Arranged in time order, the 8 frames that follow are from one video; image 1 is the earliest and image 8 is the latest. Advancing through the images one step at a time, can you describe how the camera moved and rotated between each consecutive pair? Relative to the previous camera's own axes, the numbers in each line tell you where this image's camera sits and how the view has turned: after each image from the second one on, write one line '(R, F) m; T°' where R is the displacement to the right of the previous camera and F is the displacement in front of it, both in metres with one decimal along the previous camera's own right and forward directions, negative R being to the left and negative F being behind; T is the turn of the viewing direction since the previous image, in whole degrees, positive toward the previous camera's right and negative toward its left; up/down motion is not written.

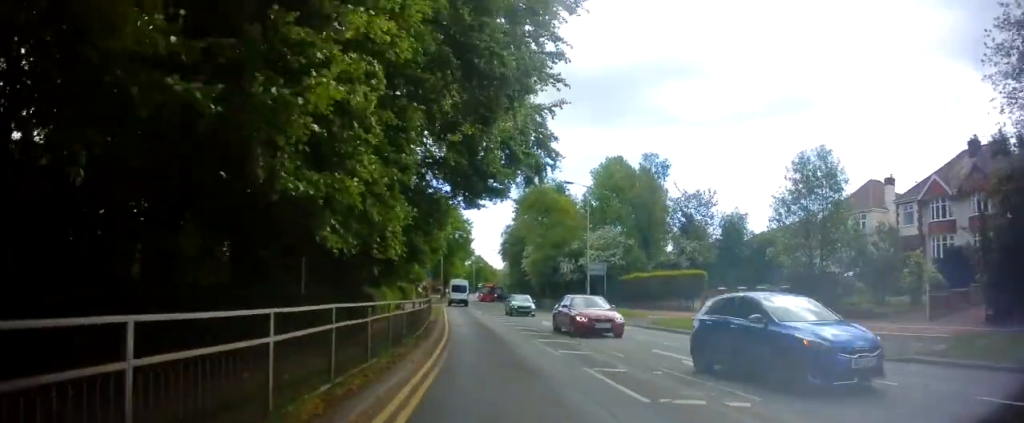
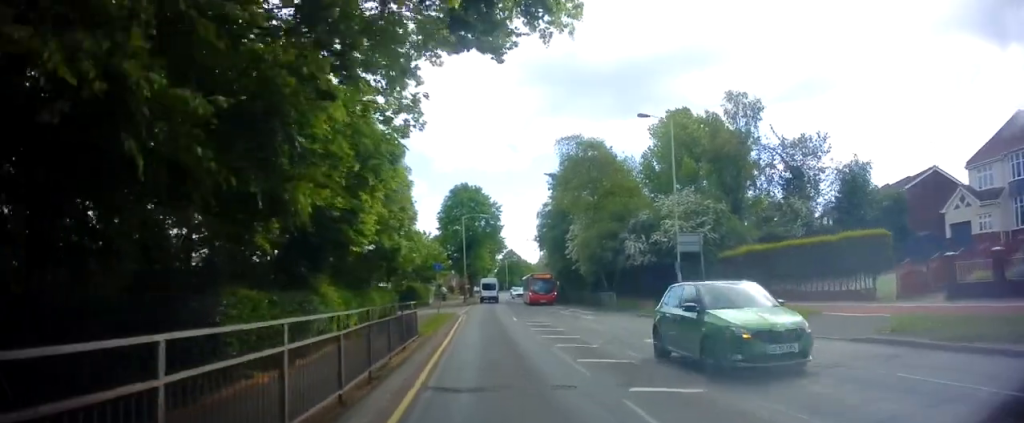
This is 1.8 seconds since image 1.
(-0.5, +15.6) m; -3°
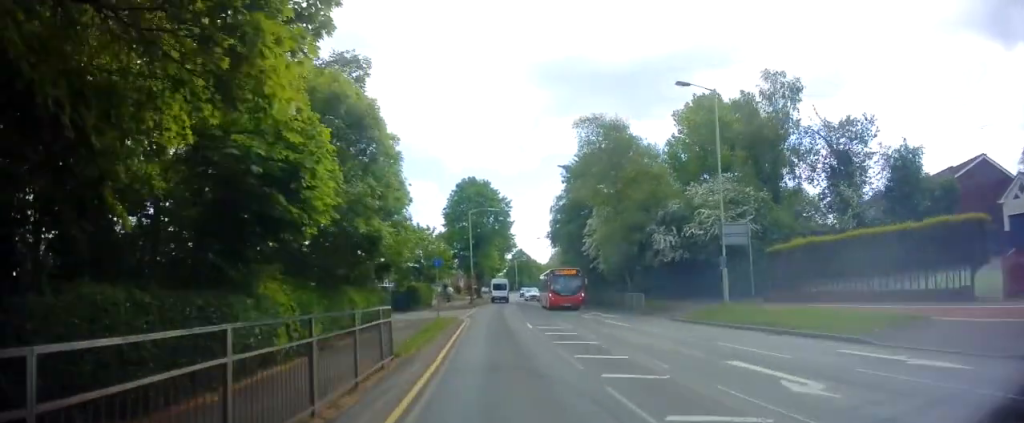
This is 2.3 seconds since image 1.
(-0.2, +5.0) m; -1°
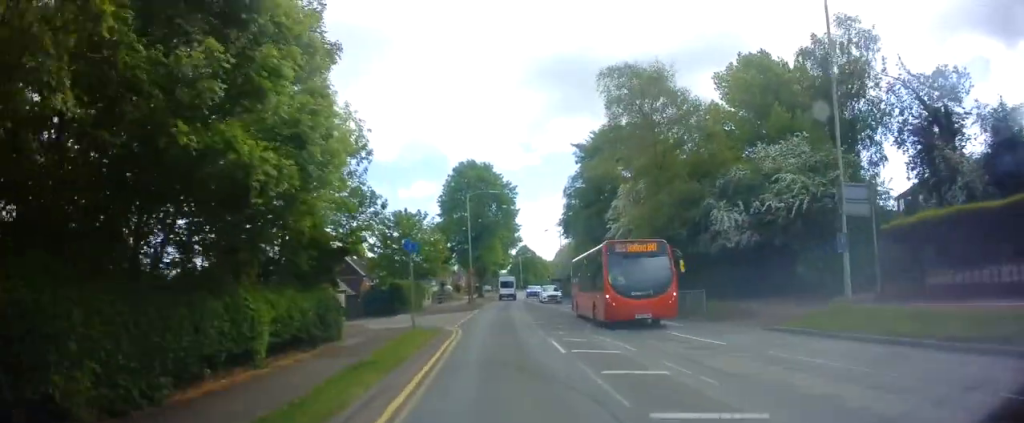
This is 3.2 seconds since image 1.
(-0.2, +9.0) m; 0°
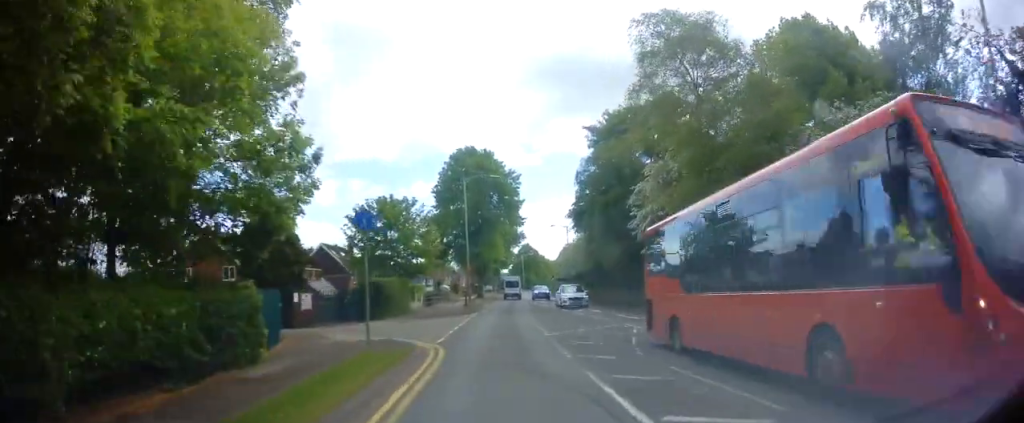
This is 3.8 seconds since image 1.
(+0.1, +6.6) m; +1°
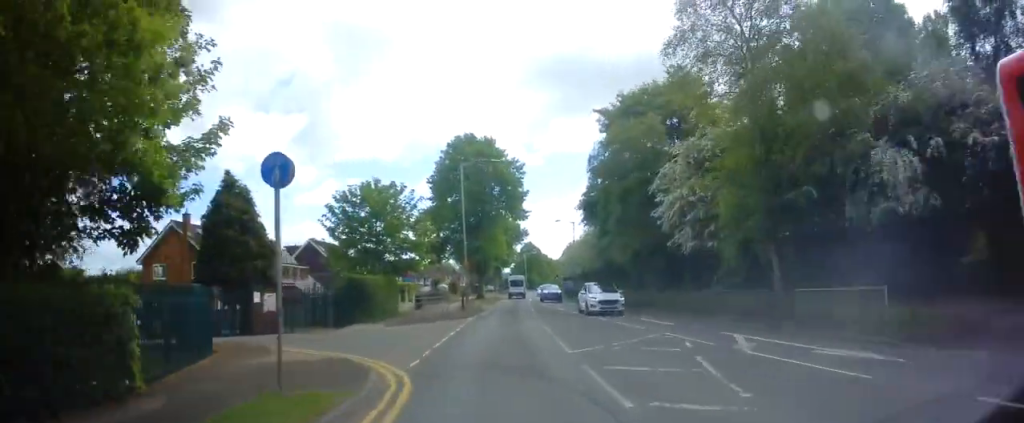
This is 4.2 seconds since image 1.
(0.0, +4.9) m; 0°
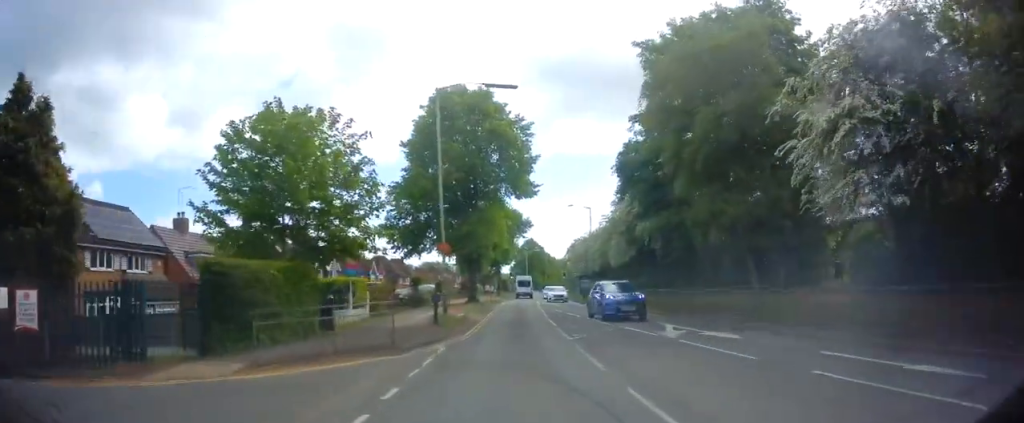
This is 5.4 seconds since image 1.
(+0.1, +13.8) m; +1°
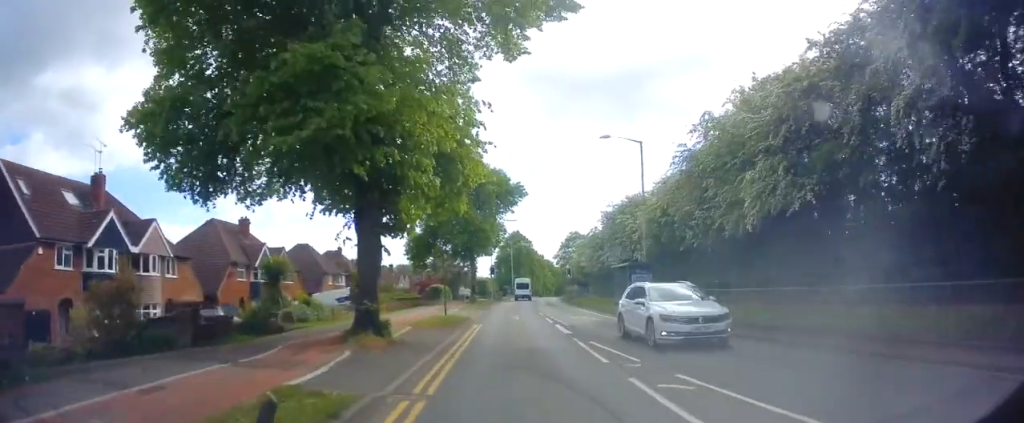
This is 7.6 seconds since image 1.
(+0.2, +28.1) m; +1°
